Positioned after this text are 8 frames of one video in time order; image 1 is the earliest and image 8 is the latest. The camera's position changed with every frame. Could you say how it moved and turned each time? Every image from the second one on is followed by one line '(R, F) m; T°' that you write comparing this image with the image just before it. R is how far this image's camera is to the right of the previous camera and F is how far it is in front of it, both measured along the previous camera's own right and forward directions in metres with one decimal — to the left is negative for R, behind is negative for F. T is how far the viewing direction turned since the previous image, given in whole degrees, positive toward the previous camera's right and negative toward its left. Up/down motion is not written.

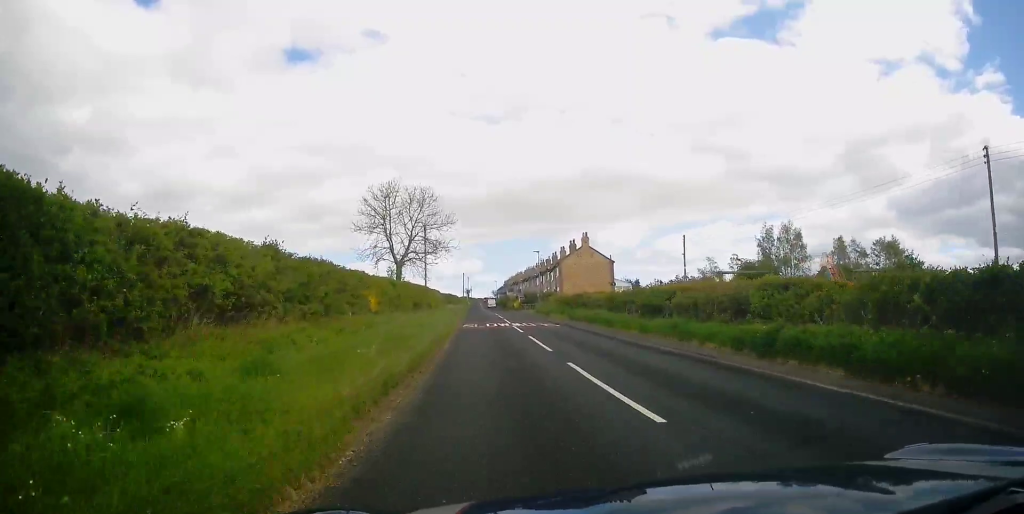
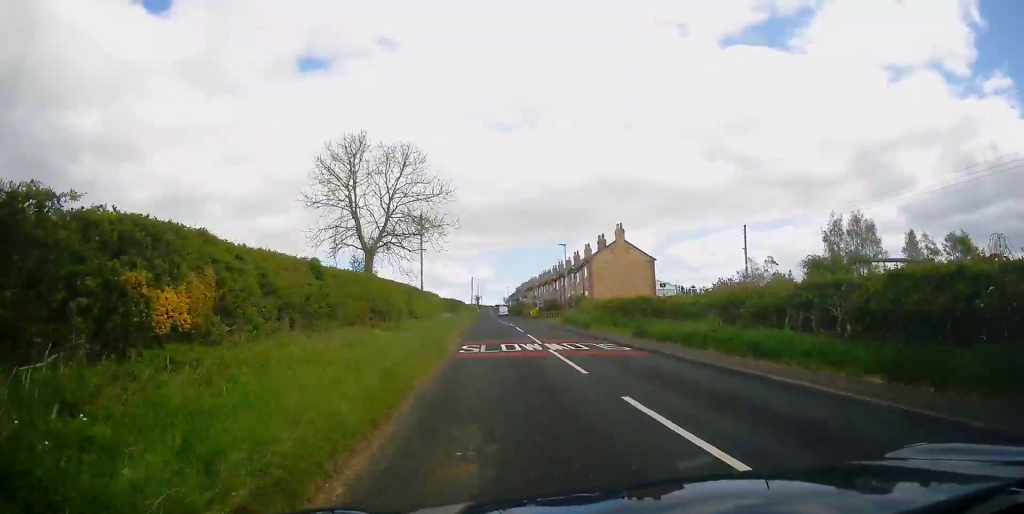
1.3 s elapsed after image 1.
(-0.5, +13.2) m; 0°
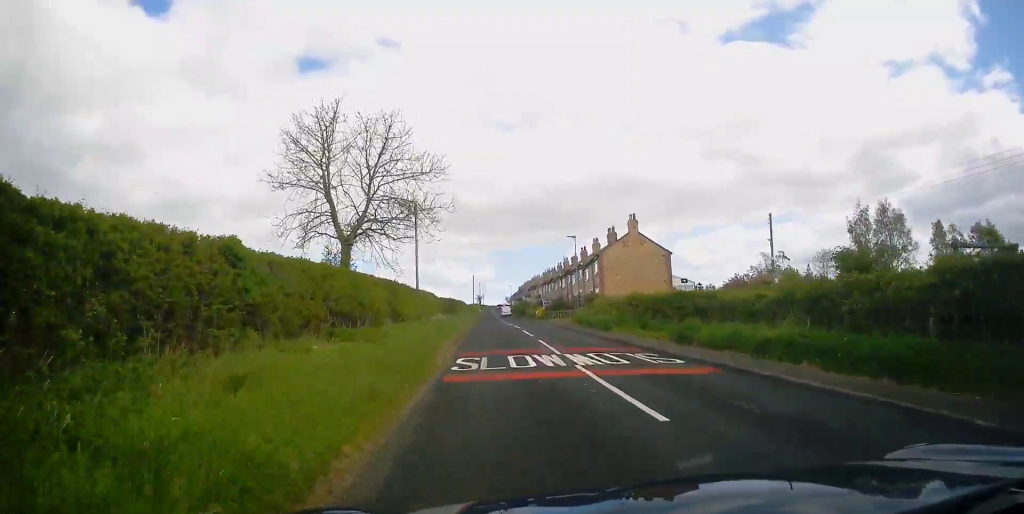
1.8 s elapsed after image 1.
(+0.2, +4.9) m; +1°
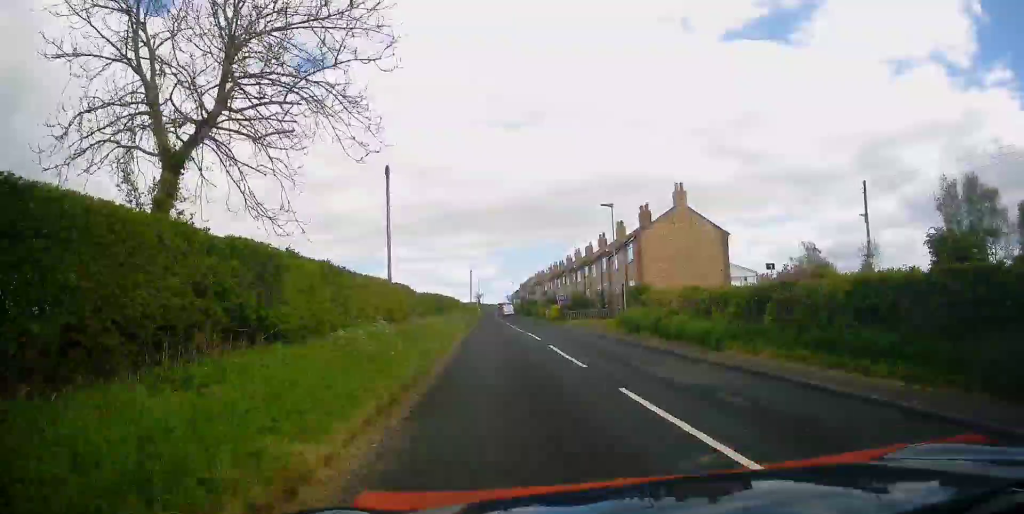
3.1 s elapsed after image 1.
(0.0, +13.3) m; -2°
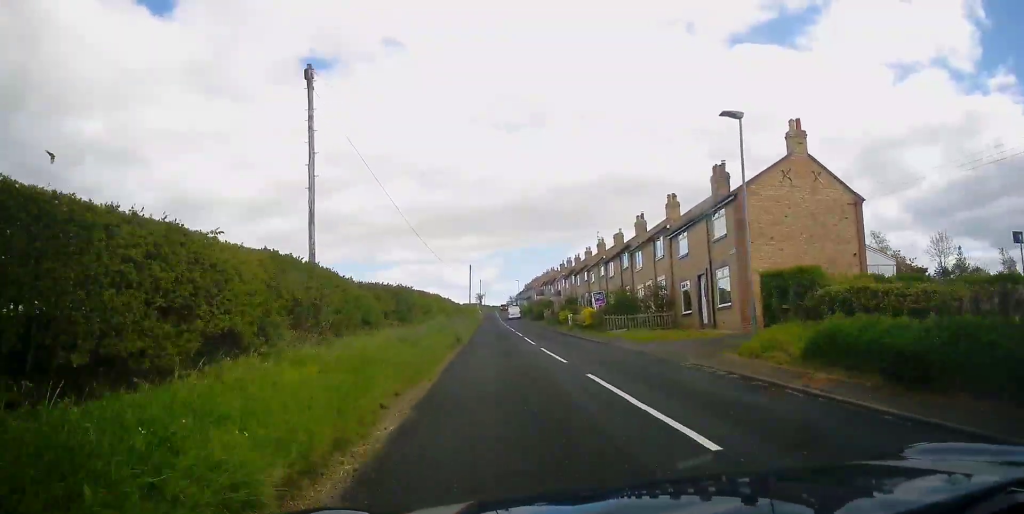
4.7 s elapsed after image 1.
(+0.2, +15.5) m; +2°
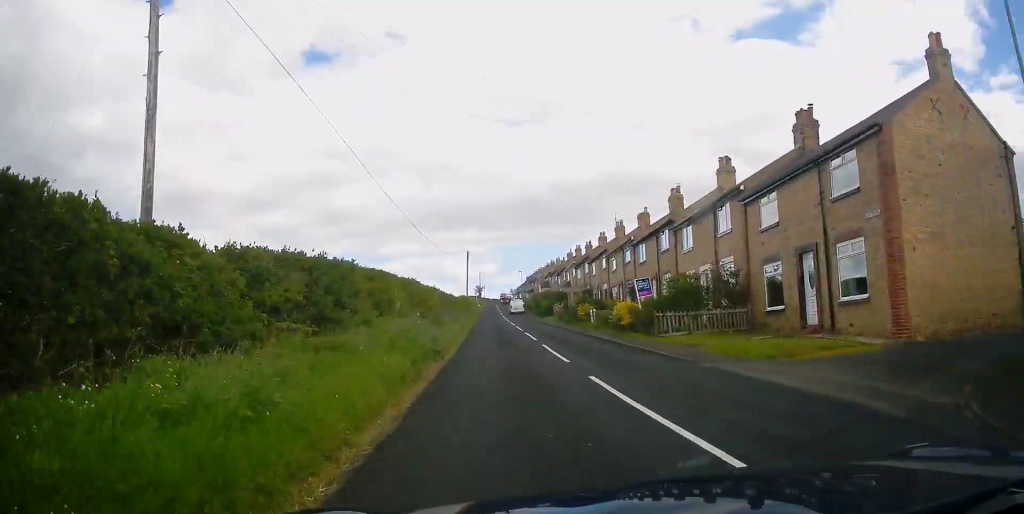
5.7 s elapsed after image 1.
(-0.1, +9.7) m; -1°
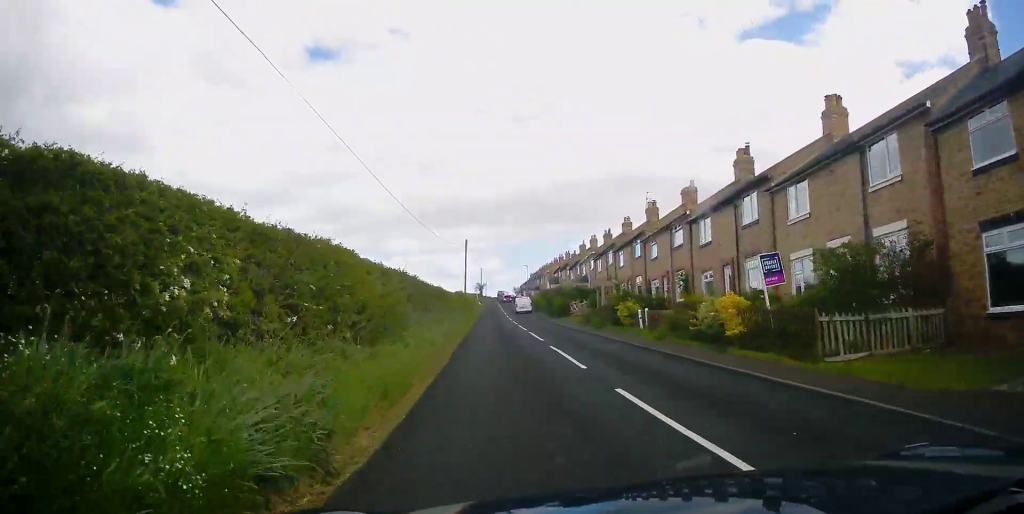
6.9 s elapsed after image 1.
(-0.1, +11.6) m; -1°
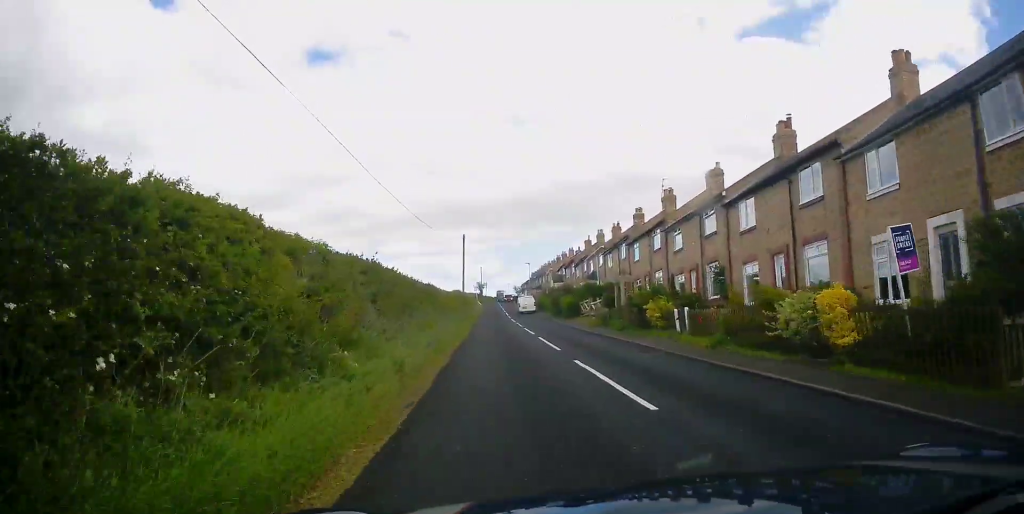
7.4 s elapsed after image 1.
(0.0, +4.9) m; 0°
